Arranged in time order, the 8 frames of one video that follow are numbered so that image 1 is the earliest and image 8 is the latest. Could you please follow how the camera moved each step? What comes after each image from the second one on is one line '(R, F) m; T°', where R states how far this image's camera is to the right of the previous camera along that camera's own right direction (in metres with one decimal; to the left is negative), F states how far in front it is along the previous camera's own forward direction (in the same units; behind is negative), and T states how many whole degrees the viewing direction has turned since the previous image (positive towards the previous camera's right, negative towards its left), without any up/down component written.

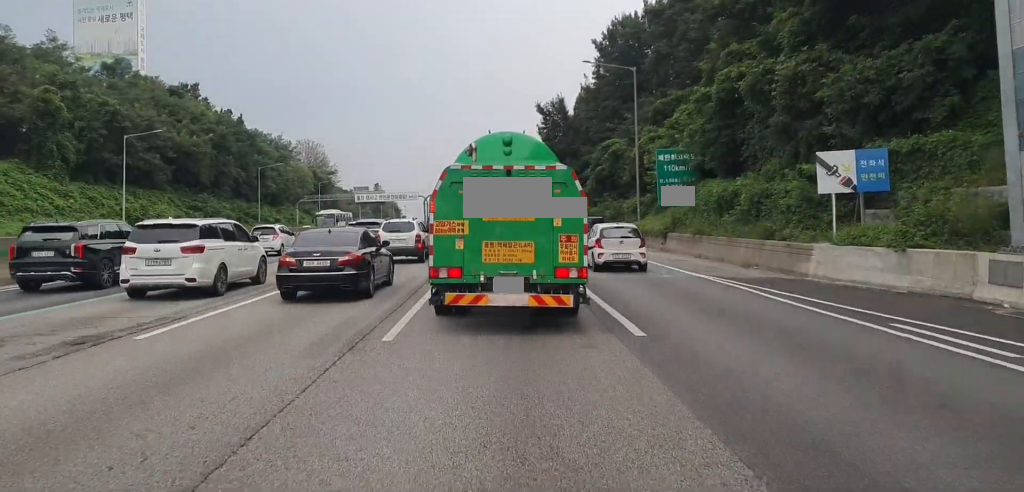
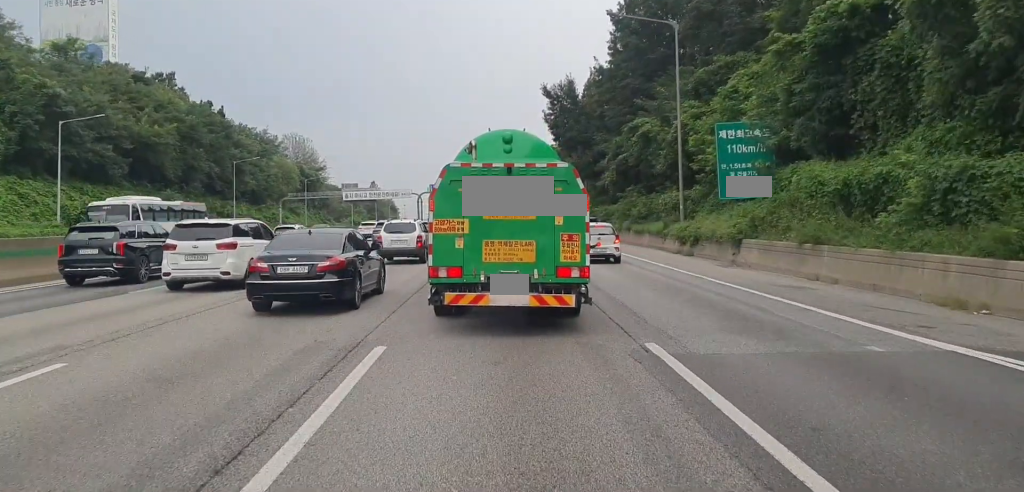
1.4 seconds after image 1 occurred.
(+0.2, +12.2) m; +2°
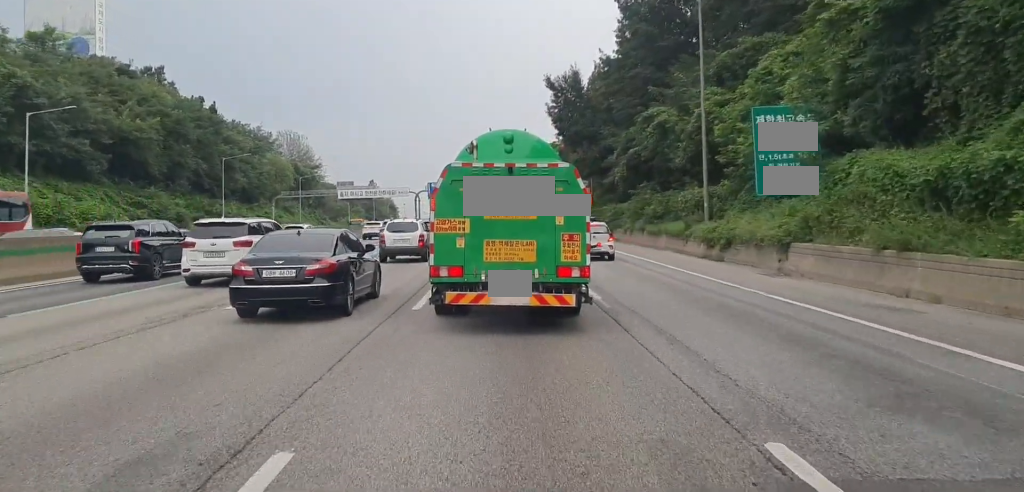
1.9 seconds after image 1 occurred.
(+0.1, +4.7) m; +1°
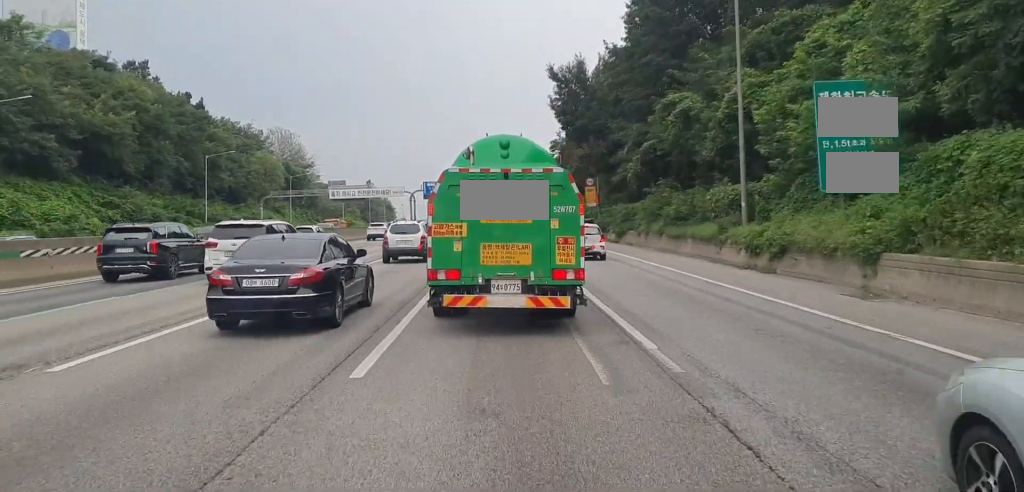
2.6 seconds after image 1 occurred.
(0.0, +5.8) m; 0°
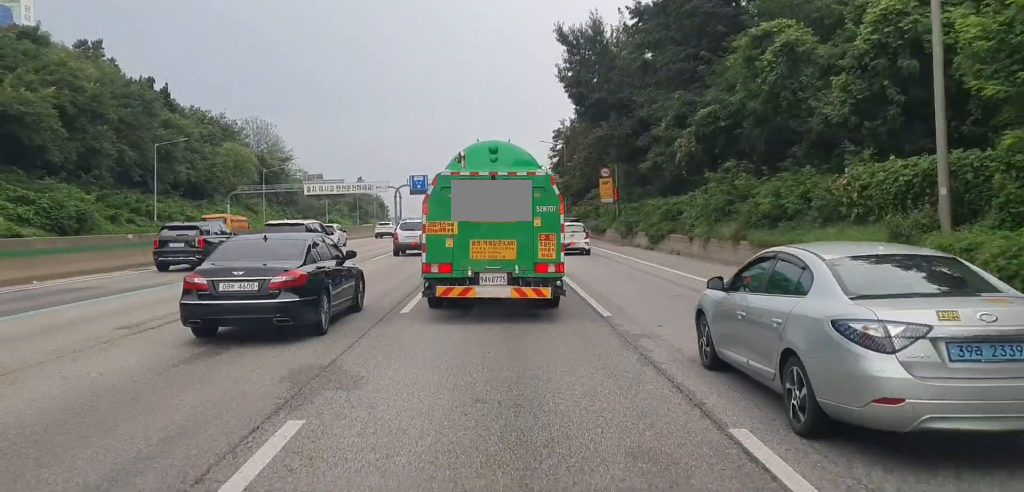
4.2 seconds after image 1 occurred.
(-0.2, +14.3) m; -2°
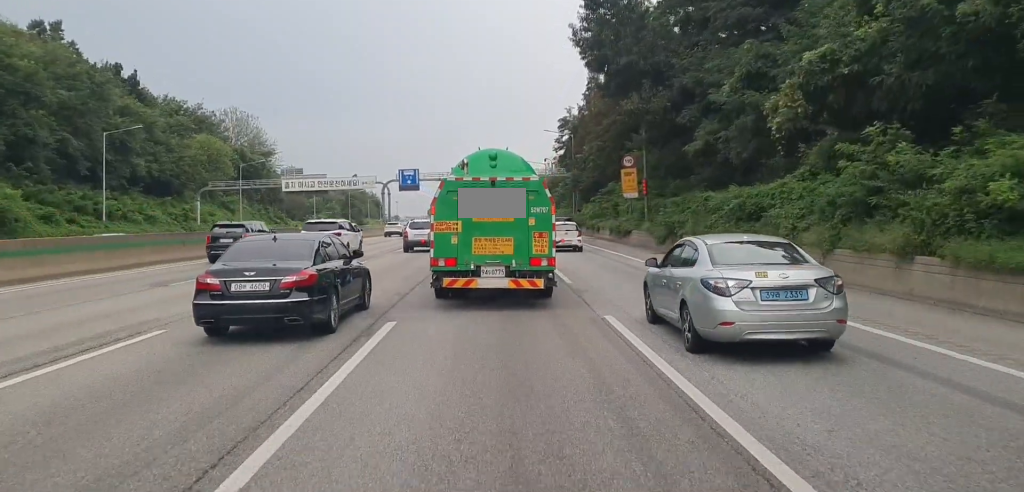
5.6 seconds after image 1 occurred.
(-0.1, +12.0) m; 0°
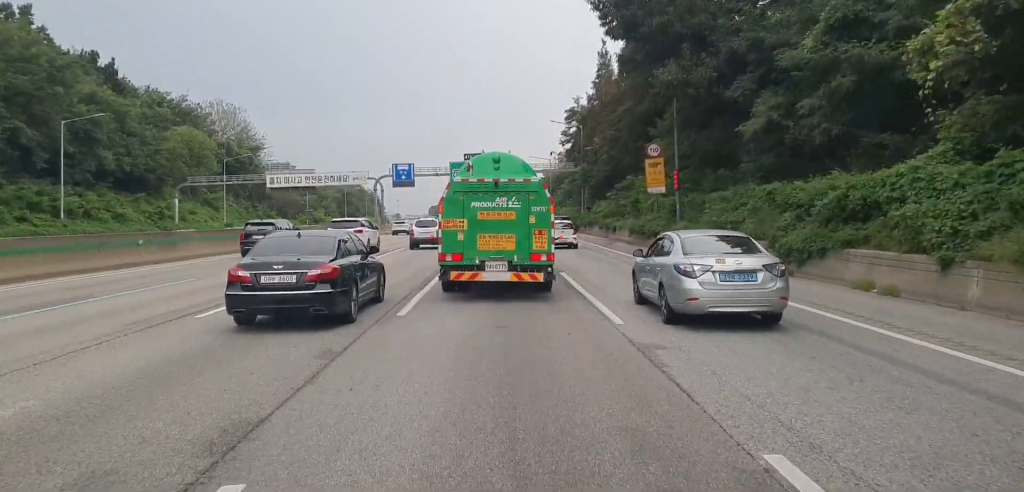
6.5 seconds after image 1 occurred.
(0.0, +8.2) m; 0°
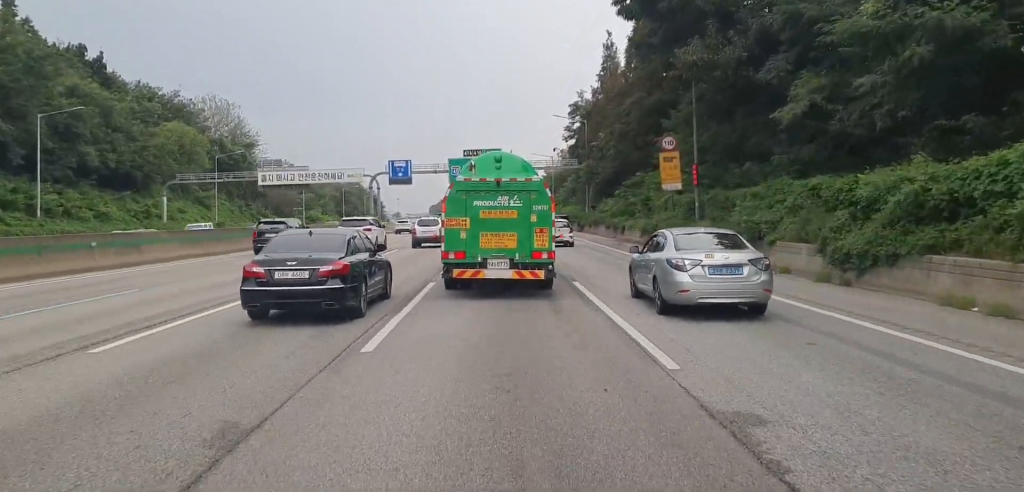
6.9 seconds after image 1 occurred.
(0.0, +3.7) m; 0°
